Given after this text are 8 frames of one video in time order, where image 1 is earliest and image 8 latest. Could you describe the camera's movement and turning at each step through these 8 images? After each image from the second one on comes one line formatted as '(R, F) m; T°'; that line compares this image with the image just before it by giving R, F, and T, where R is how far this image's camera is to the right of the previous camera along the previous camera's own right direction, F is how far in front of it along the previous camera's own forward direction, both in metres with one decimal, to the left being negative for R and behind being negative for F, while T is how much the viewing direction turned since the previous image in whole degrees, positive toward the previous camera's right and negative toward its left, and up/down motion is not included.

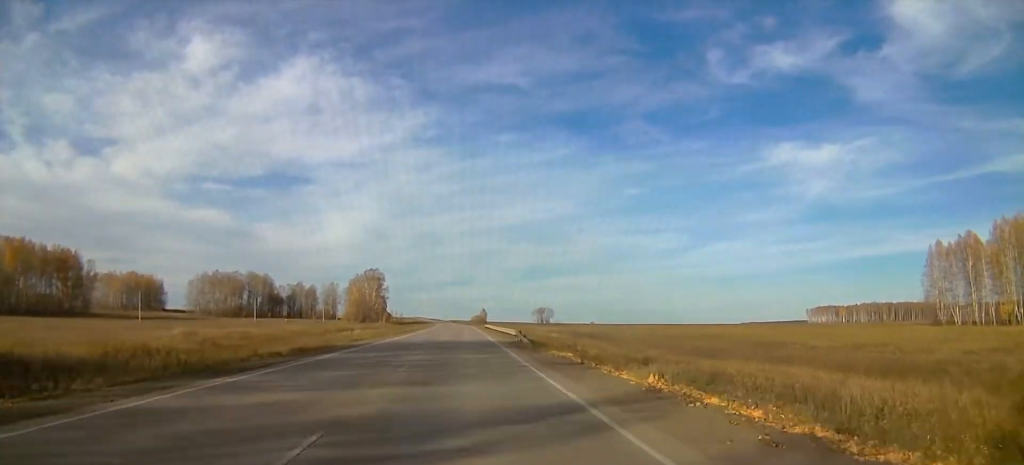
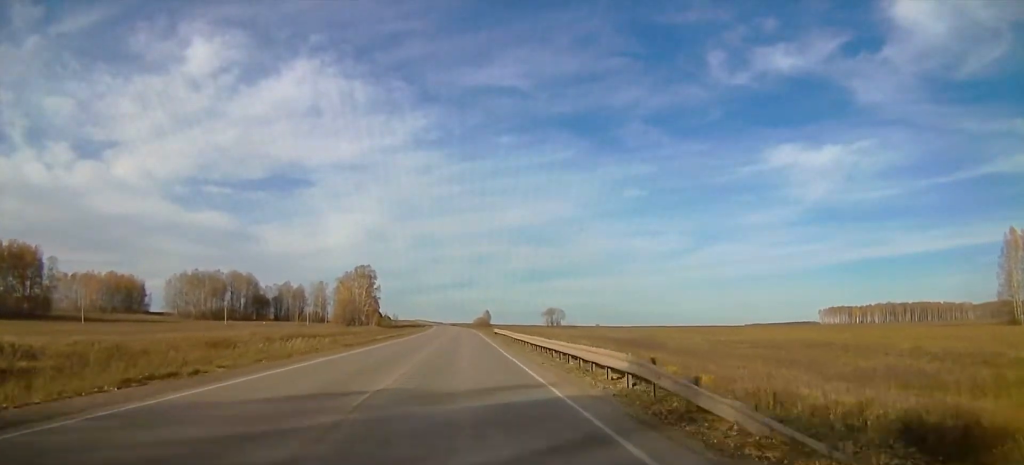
(0.0, +25.5) m; 0°
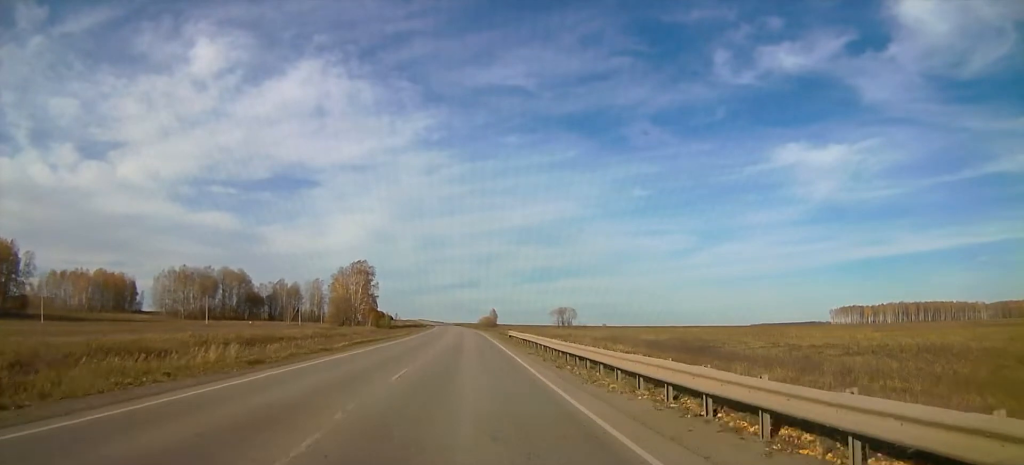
(0.0, +16.5) m; 0°
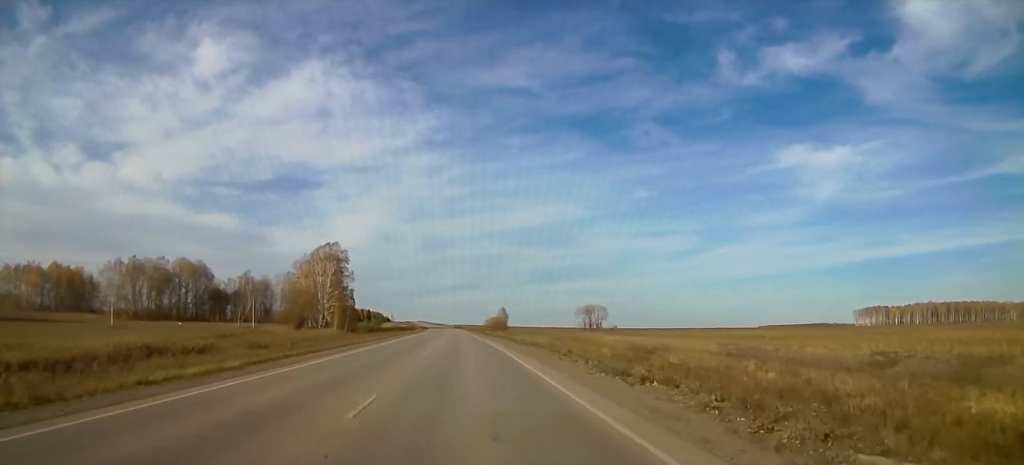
(0.0, +47.1) m; 0°
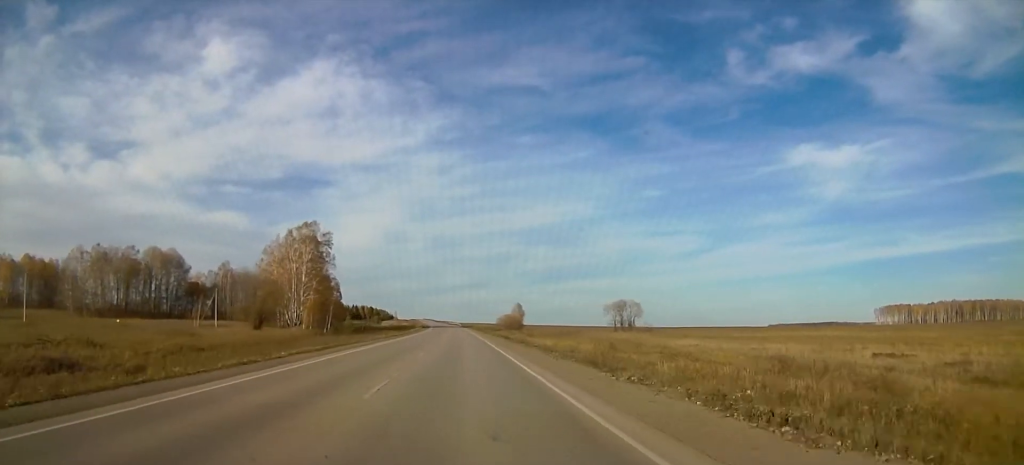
(0.0, +28.6) m; -1°
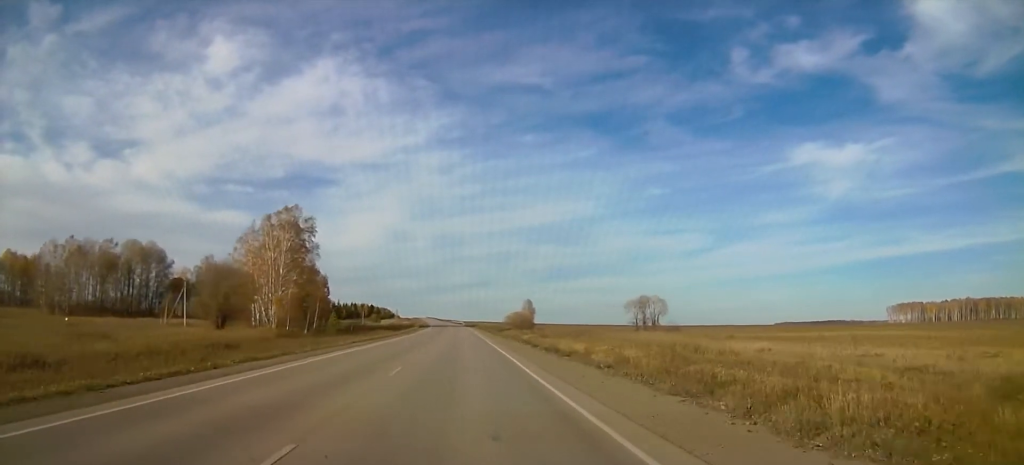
(-0.1, +17.8) m; -1°
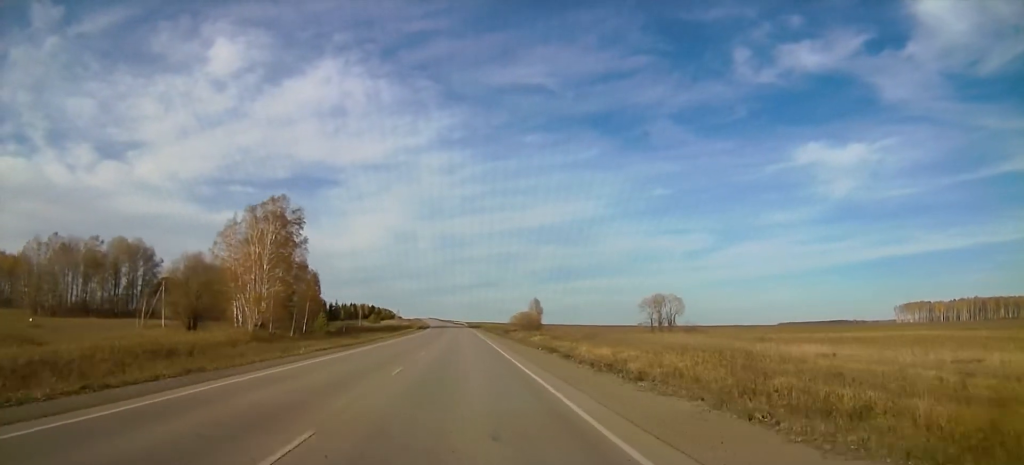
(-0.3, +10.6) m; 0°
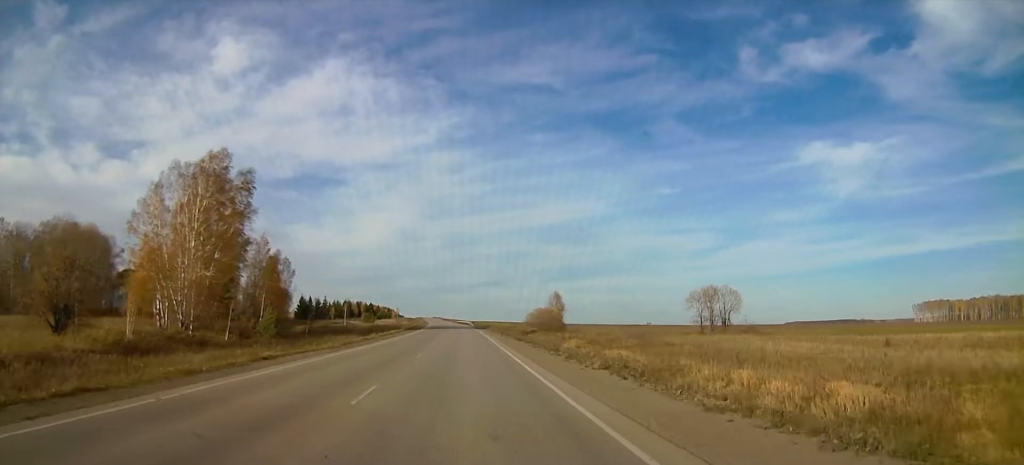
(+0.4, +29.8) m; 0°
